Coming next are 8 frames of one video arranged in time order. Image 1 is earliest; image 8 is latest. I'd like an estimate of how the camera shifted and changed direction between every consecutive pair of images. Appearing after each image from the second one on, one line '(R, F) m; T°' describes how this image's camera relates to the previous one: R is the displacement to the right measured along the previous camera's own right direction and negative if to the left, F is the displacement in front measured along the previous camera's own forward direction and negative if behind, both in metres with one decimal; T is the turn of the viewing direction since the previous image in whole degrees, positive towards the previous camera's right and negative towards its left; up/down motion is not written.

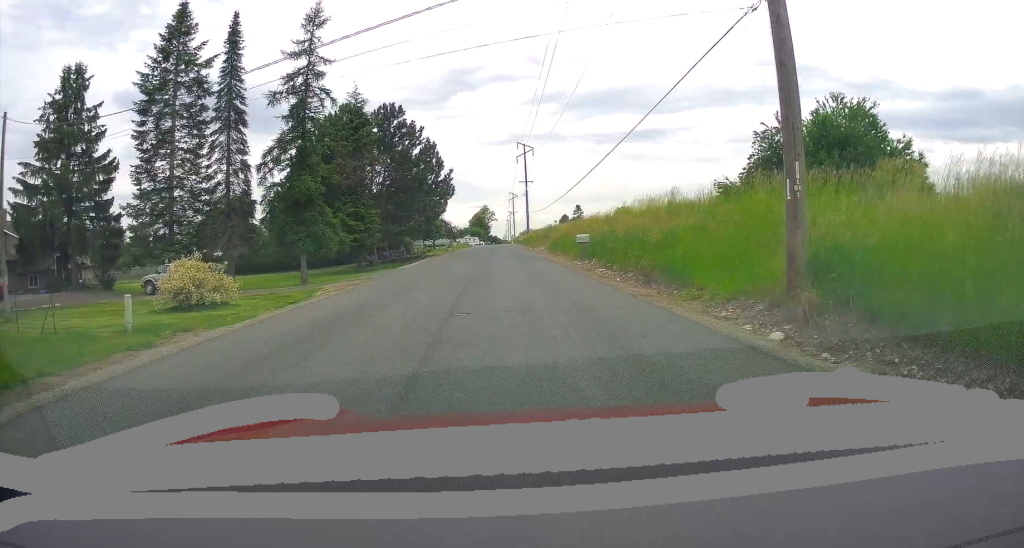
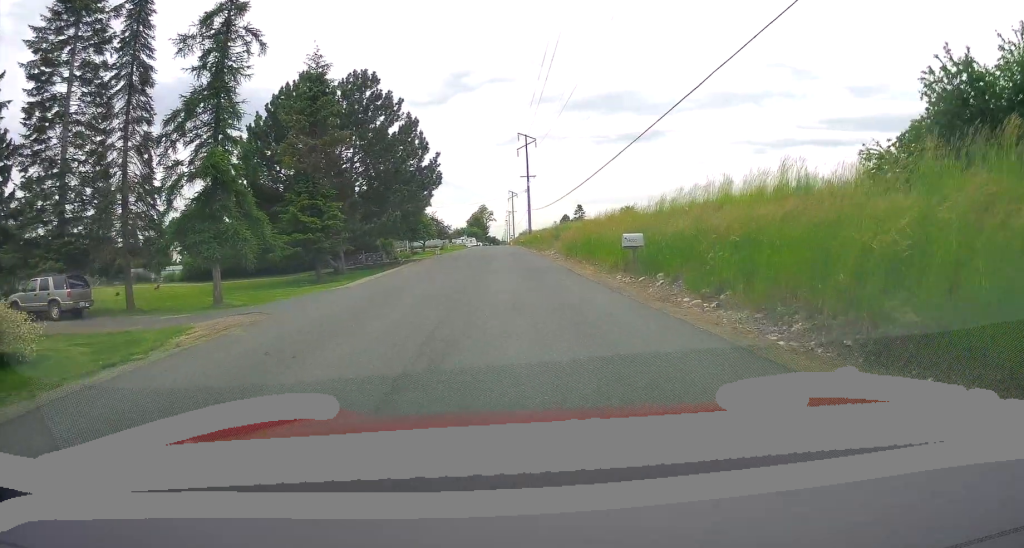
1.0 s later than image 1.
(+0.2, +11.6) m; -1°
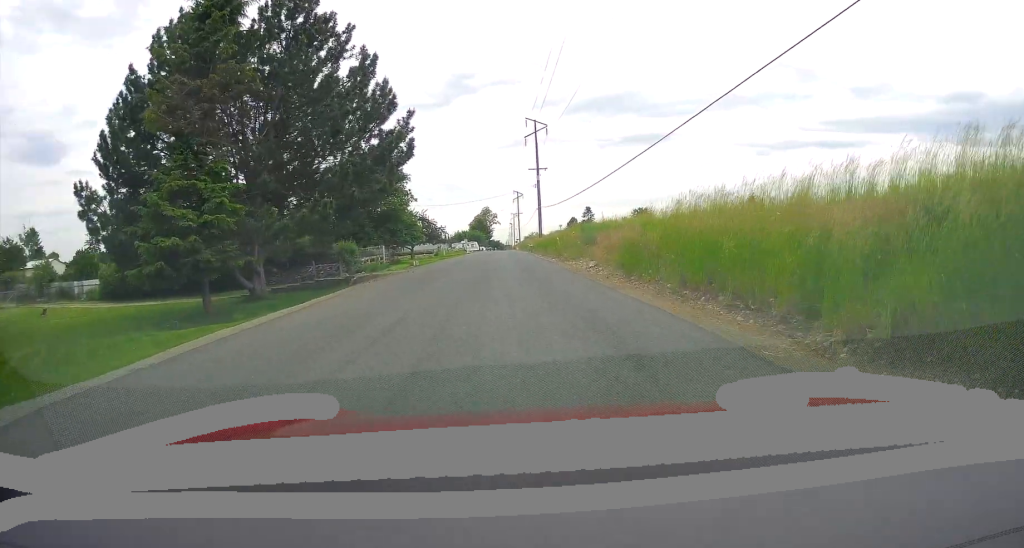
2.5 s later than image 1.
(-0.6, +16.2) m; 0°
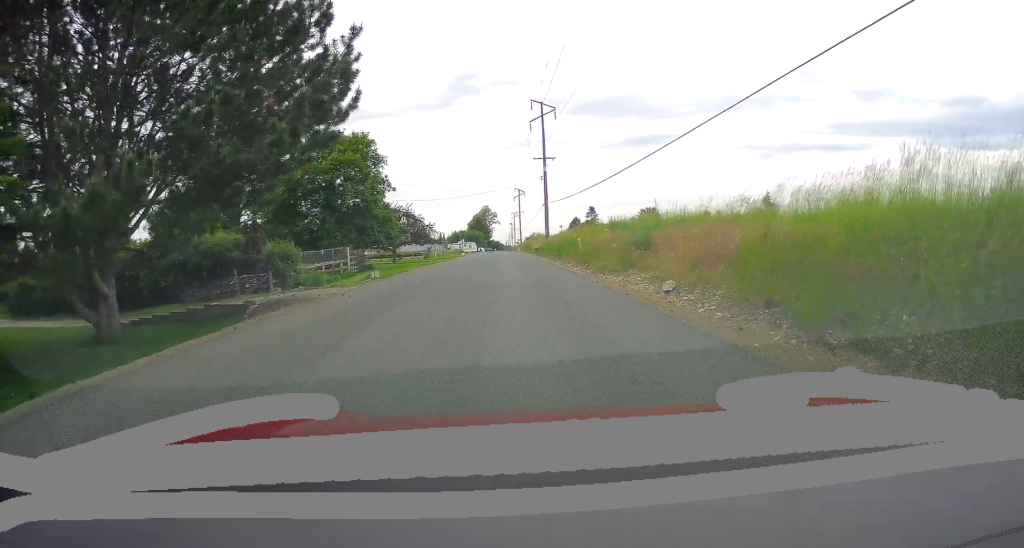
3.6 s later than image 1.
(+0.6, +12.0) m; -1°
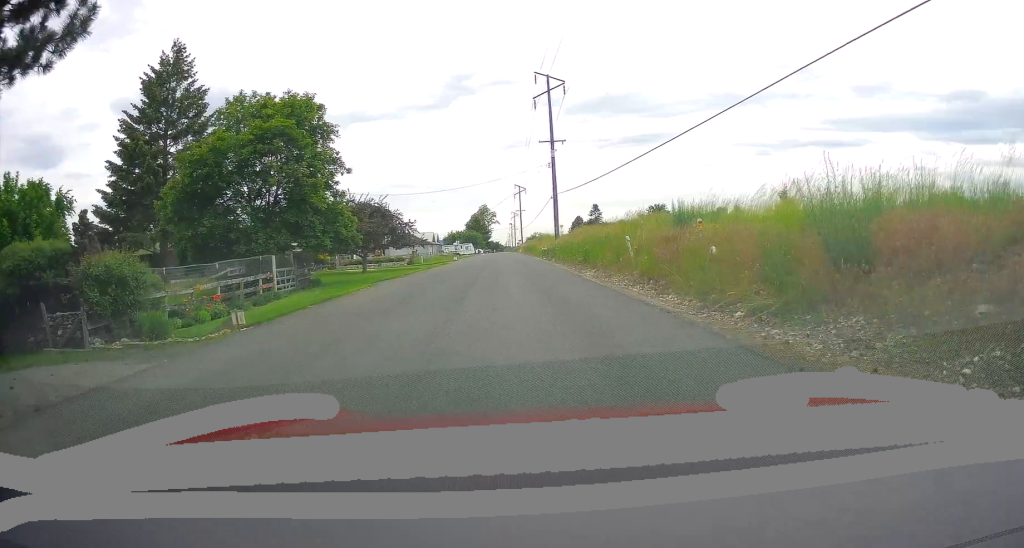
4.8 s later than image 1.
(-1.0, +13.4) m; 0°
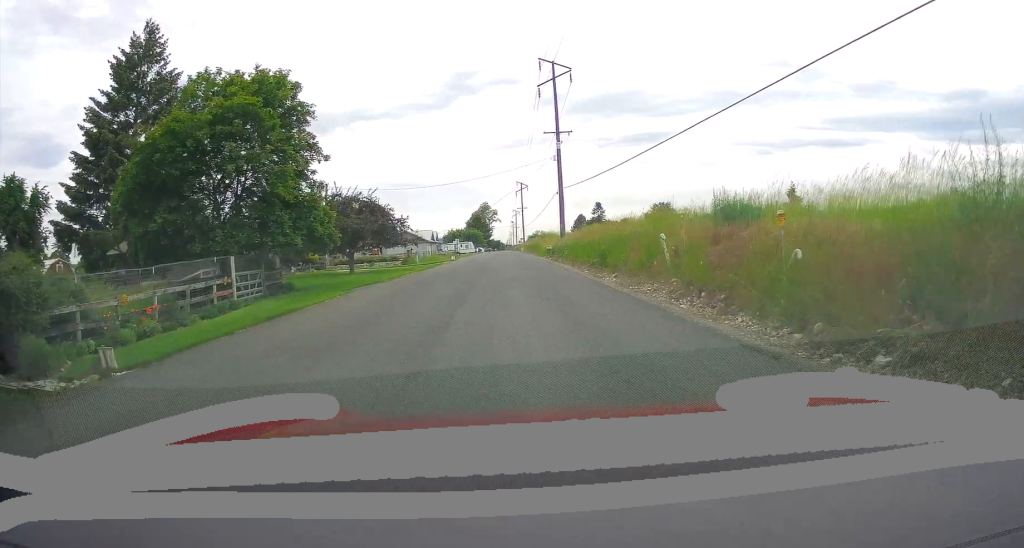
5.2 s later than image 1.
(+0.4, +4.6) m; +2°
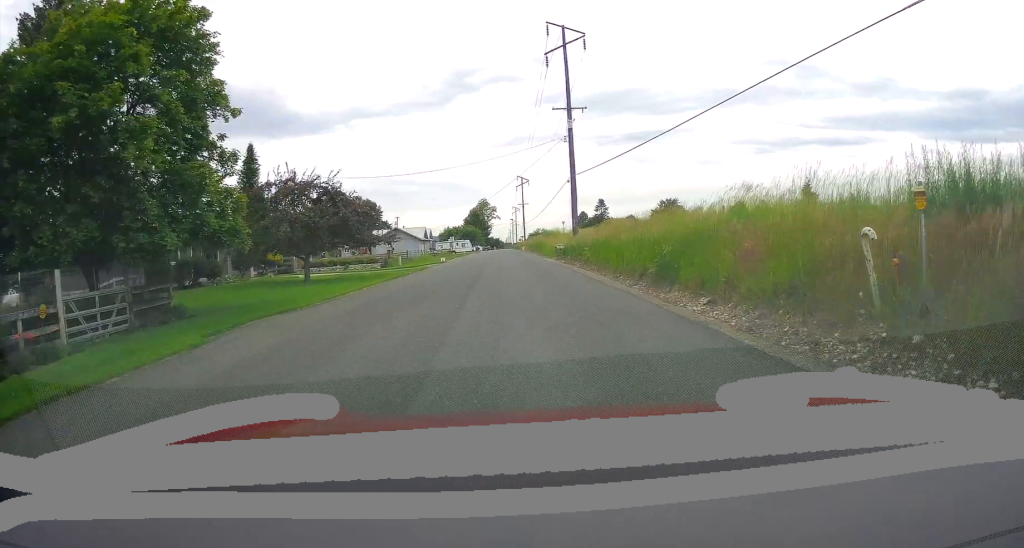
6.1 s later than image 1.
(+0.5, +9.7) m; +2°
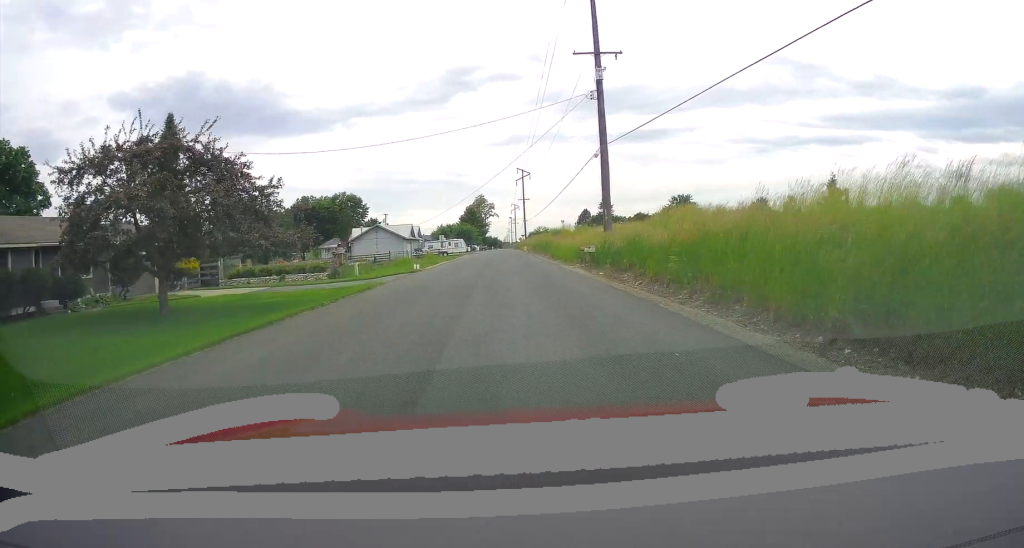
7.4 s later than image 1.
(-0.6, +14.8) m; -3°
